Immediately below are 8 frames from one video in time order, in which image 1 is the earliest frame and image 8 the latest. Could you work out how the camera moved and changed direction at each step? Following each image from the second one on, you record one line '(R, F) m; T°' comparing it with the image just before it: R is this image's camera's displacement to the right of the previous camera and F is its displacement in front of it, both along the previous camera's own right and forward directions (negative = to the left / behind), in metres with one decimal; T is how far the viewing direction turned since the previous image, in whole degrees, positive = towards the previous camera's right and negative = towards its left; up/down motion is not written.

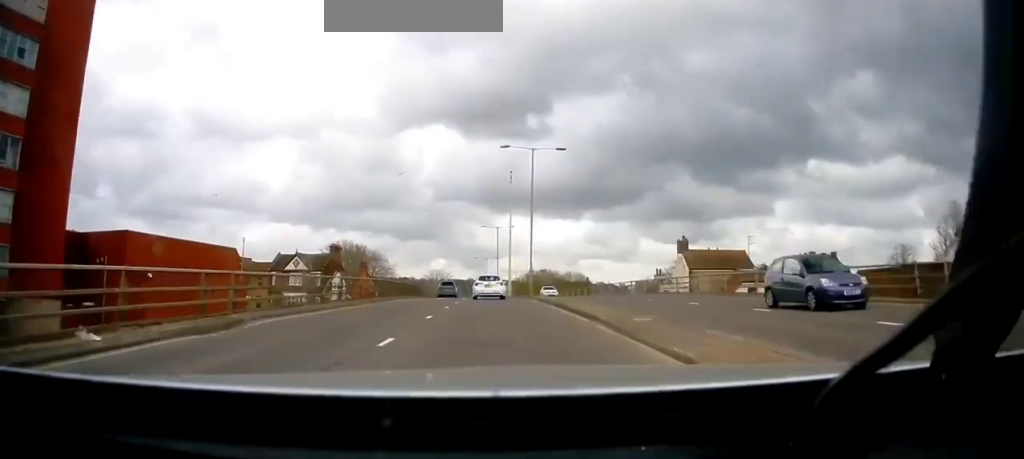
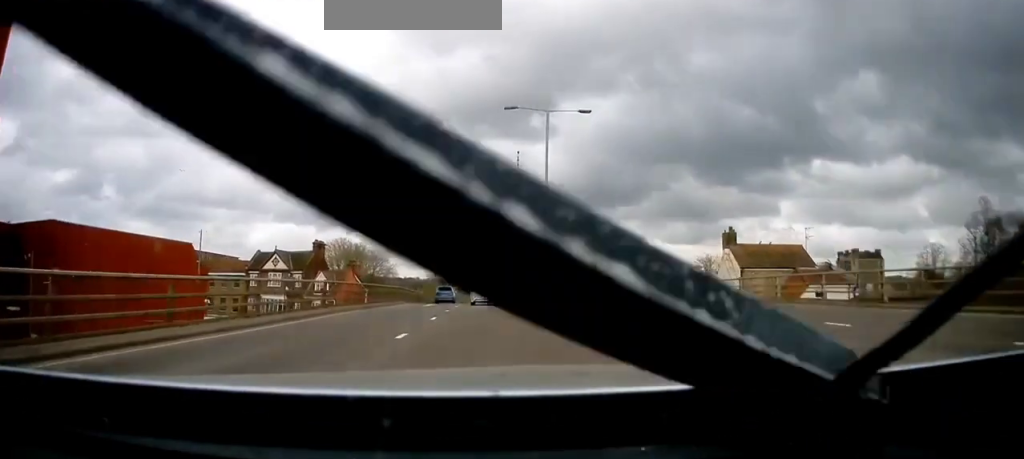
(-0.2, +9.4) m; -1°
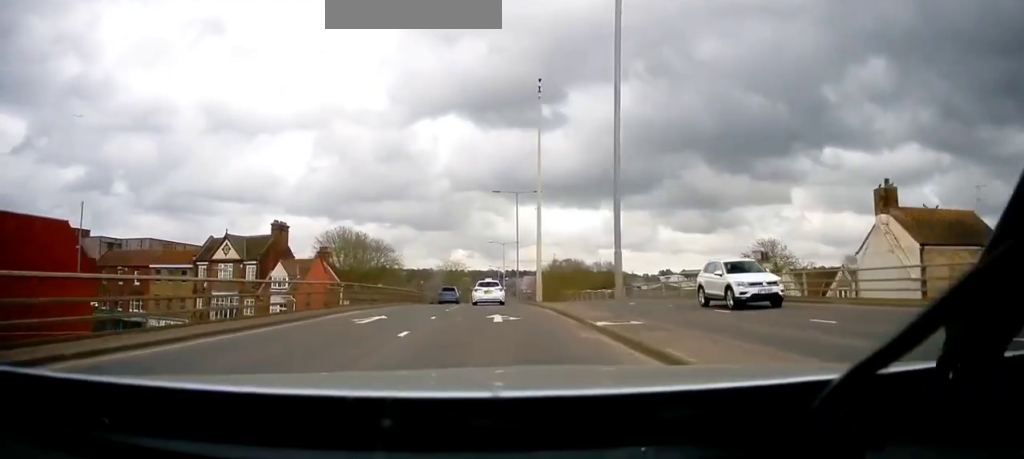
(+0.3, +18.0) m; +1°
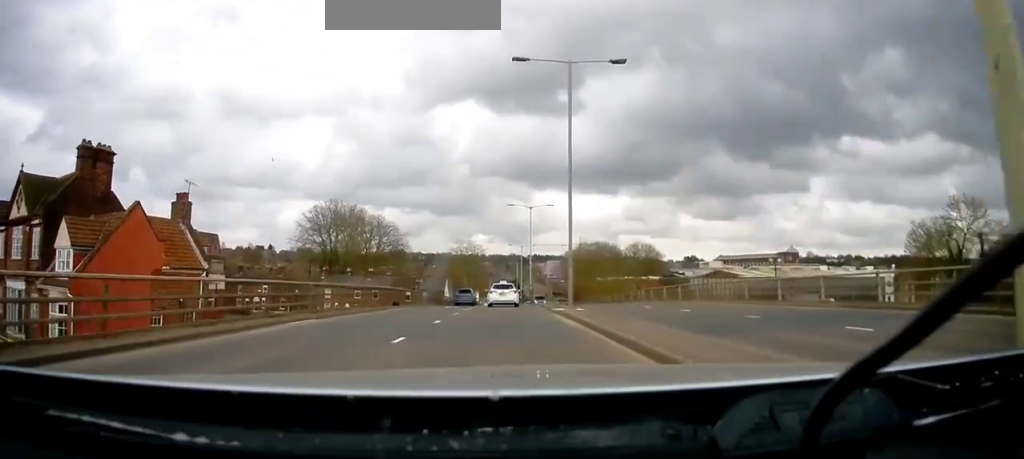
(-0.5, +30.7) m; -4°
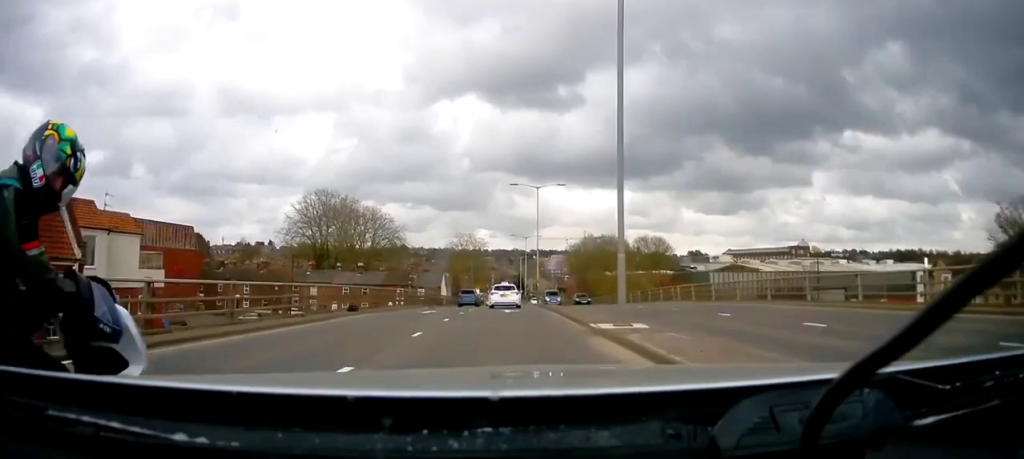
(-0.3, +10.2) m; 0°
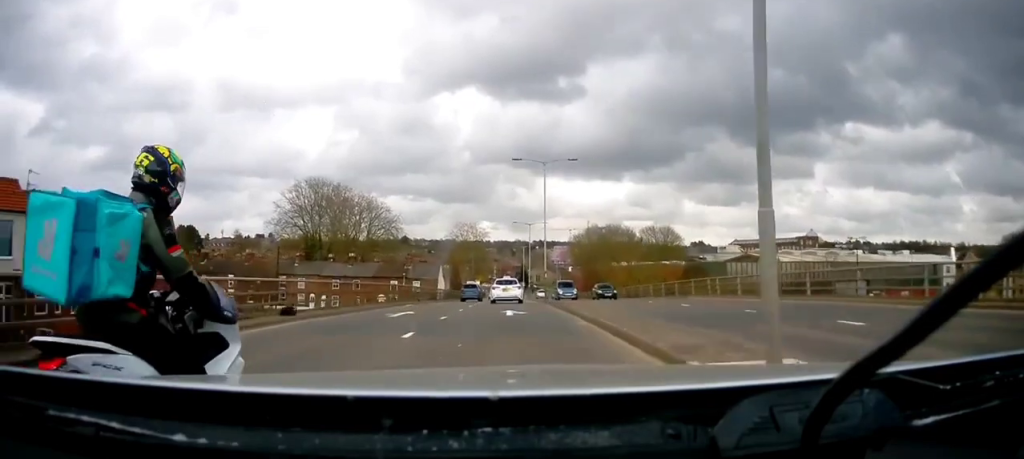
(-0.3, +7.0) m; 0°
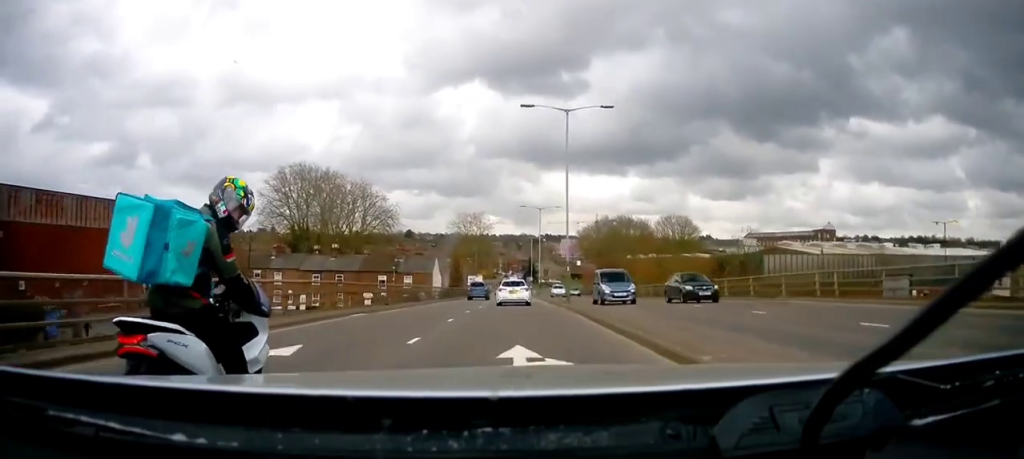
(+0.5, +12.3) m; +1°
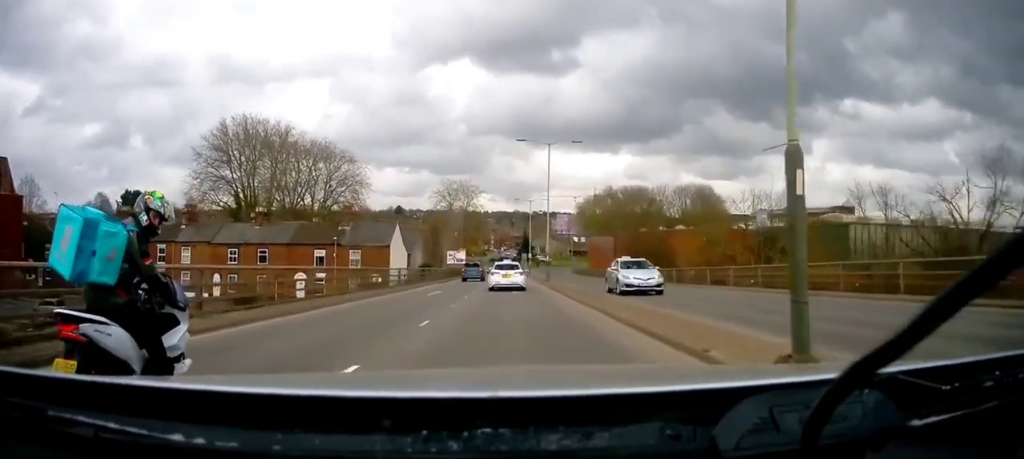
(-0.3, +24.0) m; -1°
